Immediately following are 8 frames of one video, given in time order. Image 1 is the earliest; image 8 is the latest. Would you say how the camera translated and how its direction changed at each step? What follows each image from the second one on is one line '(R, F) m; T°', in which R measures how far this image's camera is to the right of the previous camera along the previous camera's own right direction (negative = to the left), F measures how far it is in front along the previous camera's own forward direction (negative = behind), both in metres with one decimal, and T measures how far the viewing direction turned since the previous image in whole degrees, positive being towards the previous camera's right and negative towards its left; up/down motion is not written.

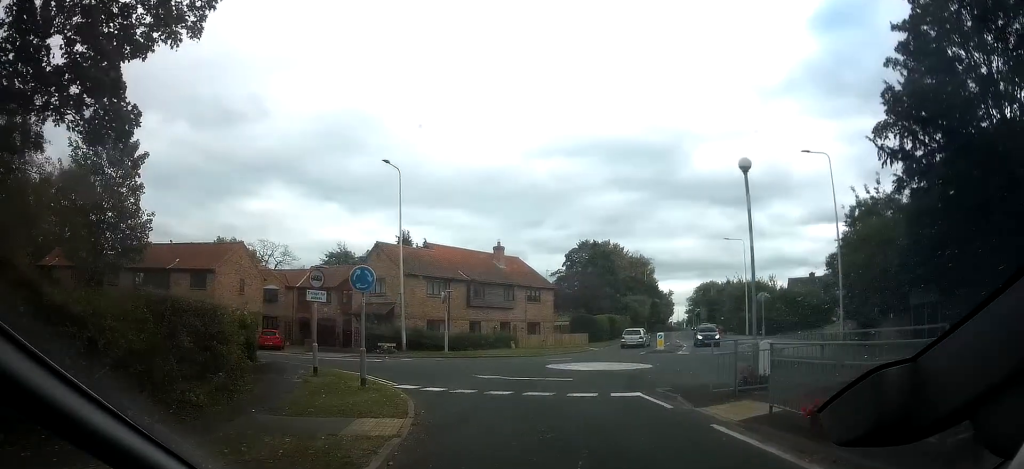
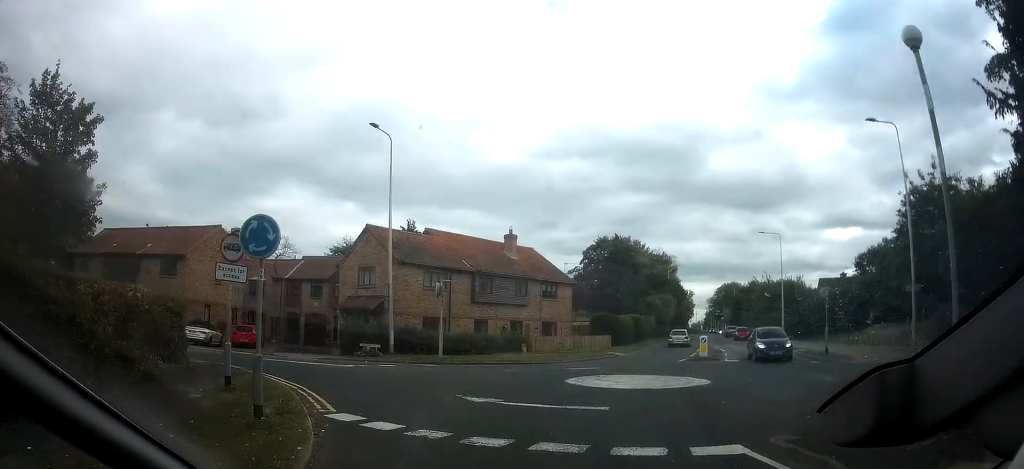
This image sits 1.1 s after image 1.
(-0.1, +6.3) m; -1°
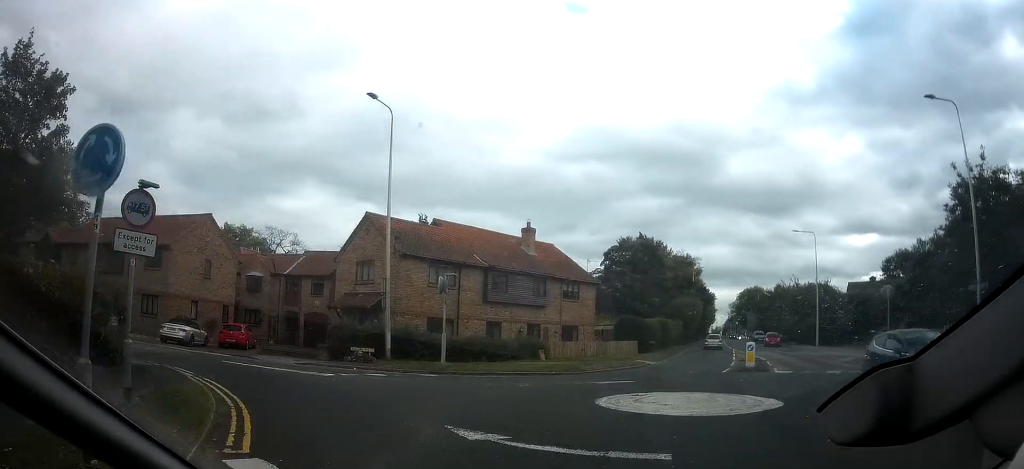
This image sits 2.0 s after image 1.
(0.0, +4.5) m; -1°
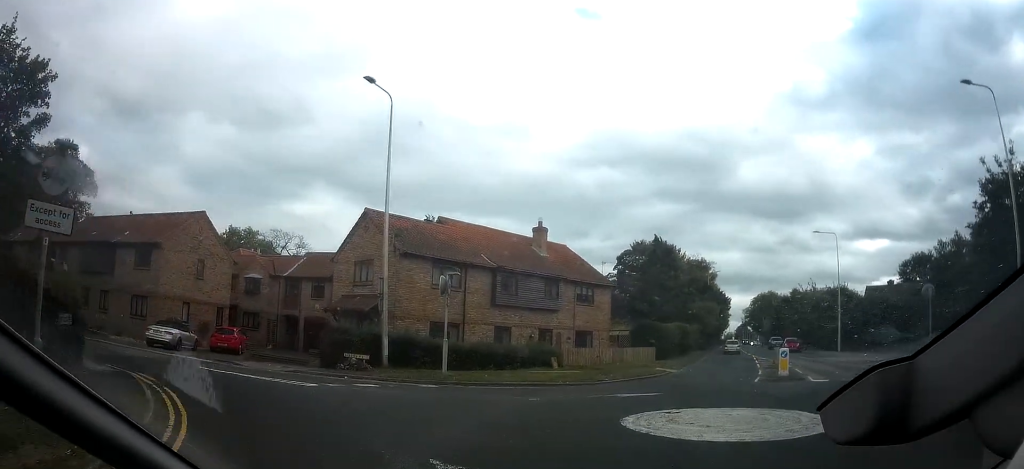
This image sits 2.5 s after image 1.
(0.0, +2.3) m; -1°
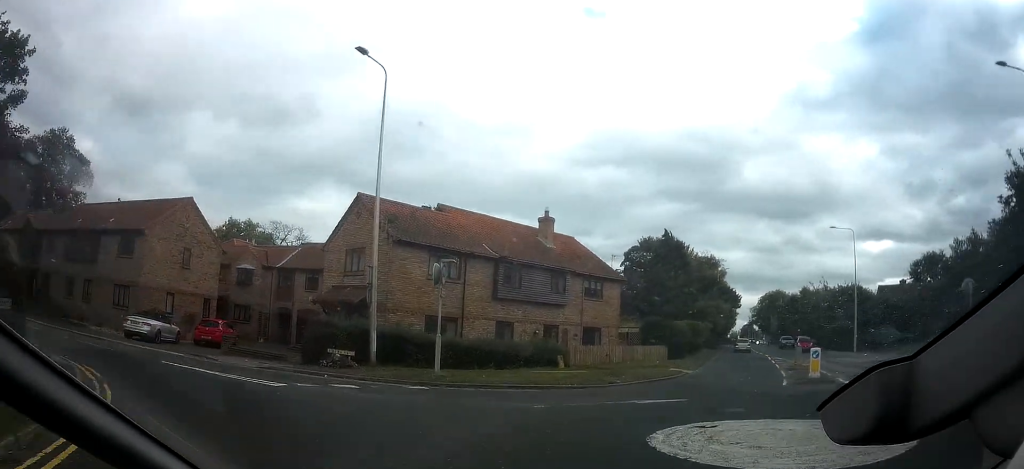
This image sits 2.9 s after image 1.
(0.0, +2.1) m; 0°
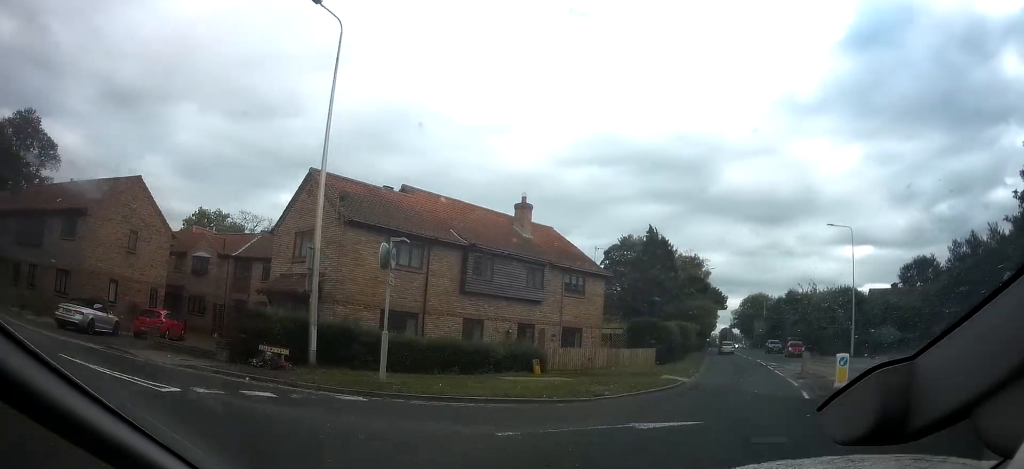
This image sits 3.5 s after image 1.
(-0.1, +3.1) m; +2°
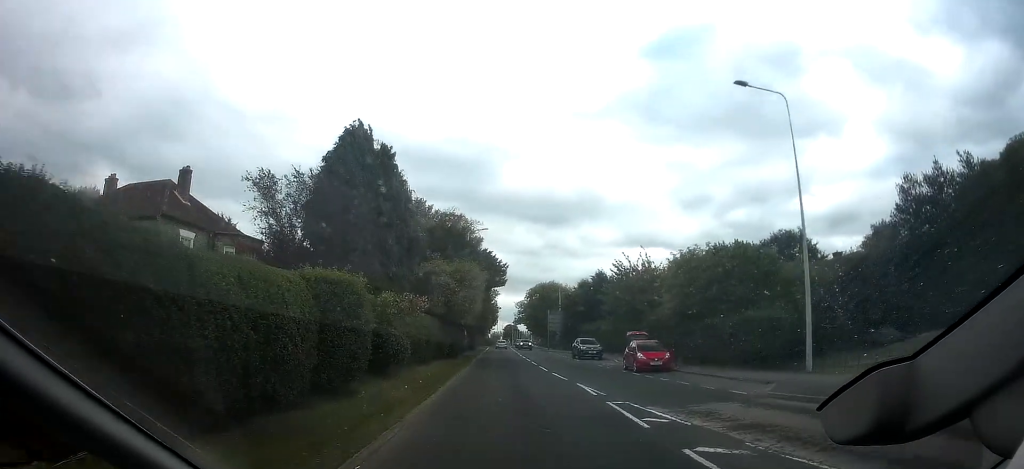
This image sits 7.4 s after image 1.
(+5.3, +24.8) m; +16°
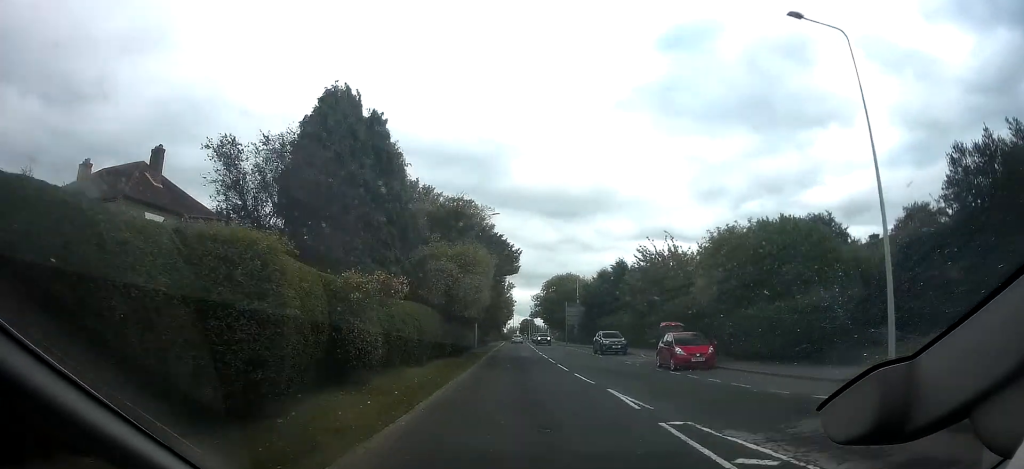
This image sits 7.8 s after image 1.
(0.0, +4.0) m; -1°
